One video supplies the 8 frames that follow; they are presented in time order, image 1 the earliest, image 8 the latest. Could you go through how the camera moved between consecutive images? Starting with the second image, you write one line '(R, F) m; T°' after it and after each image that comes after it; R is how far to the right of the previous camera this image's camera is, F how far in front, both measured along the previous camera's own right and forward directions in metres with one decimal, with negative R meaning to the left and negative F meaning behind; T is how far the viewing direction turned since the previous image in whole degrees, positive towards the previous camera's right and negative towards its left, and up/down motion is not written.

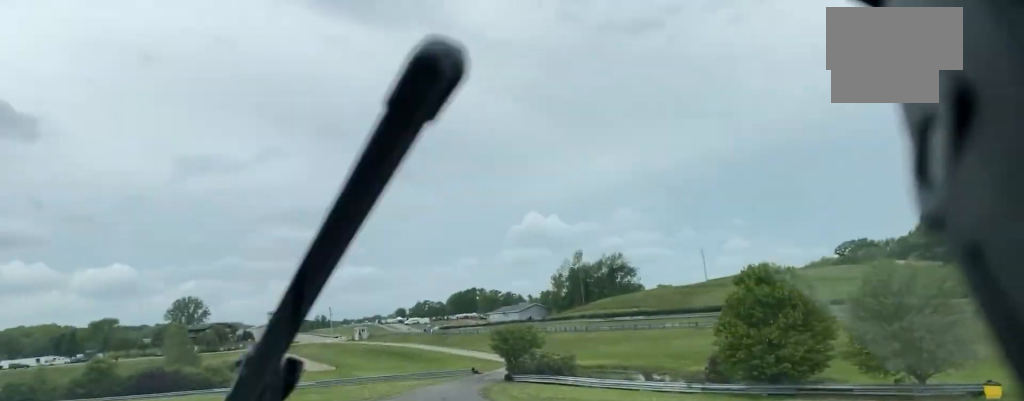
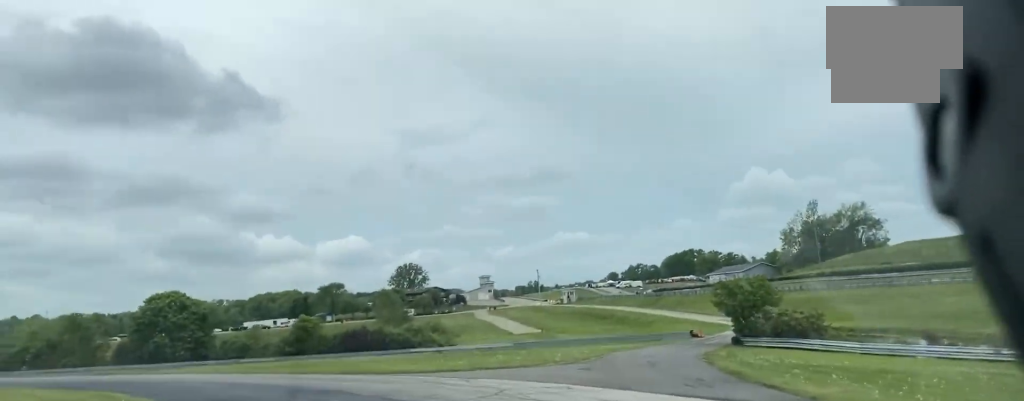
(-1.5, +12.8) m; -19°
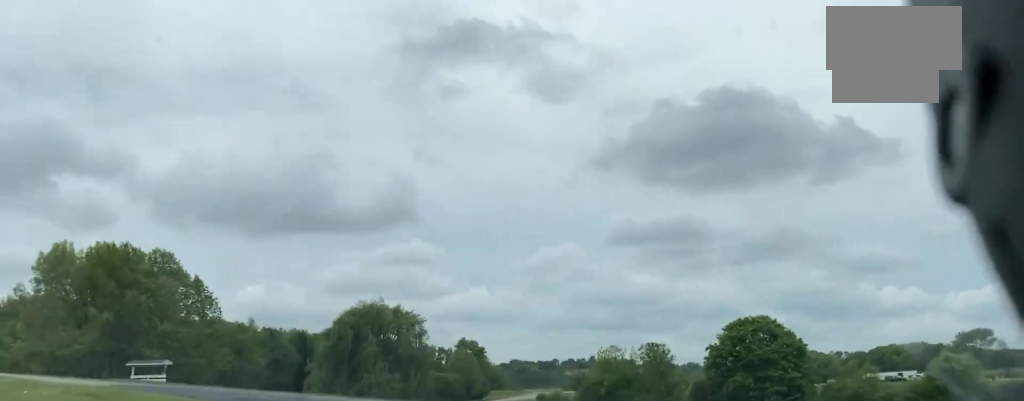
(-13.3, +29.7) m; -42°
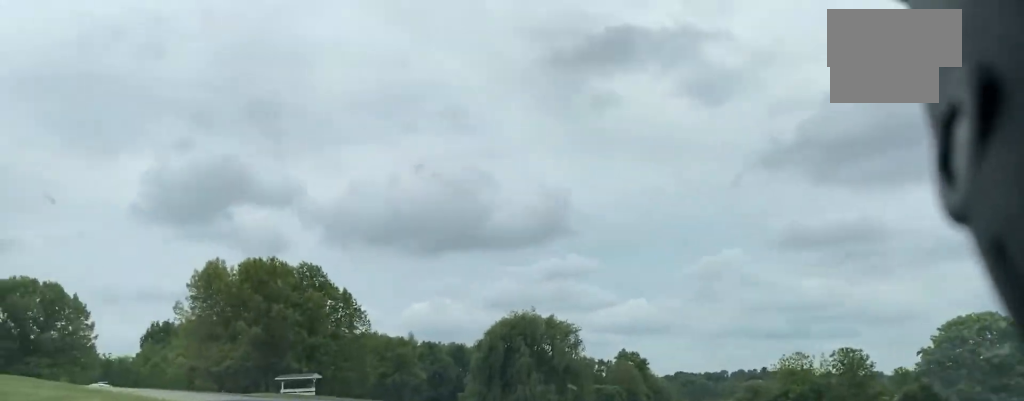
(+0.1, +8.8) m; -10°
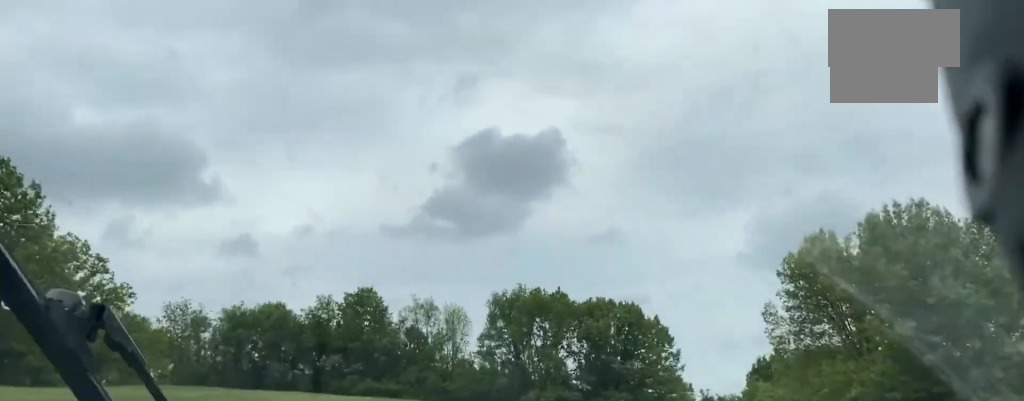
(-15.0, +42.4) m; -33°
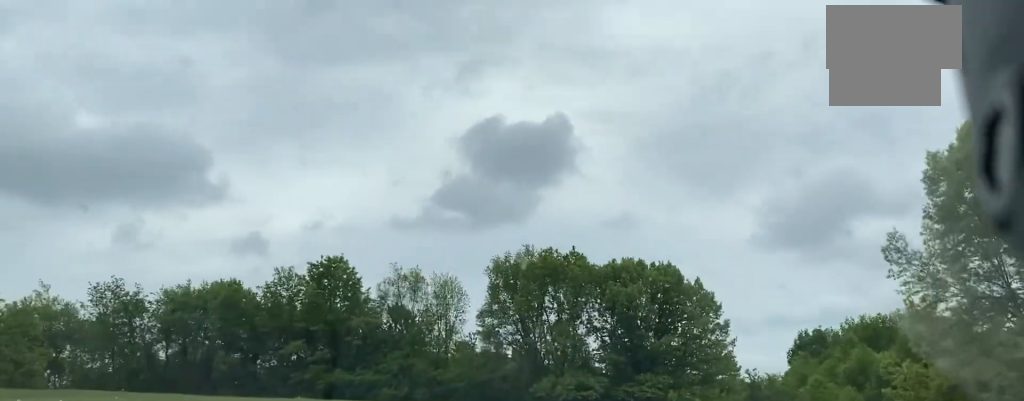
(-2.6, +25.5) m; -2°
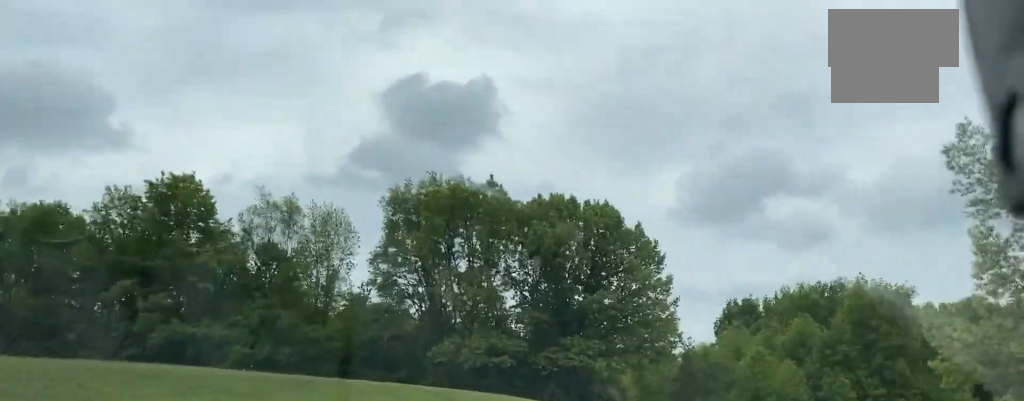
(+0.9, +18.8) m; +8°
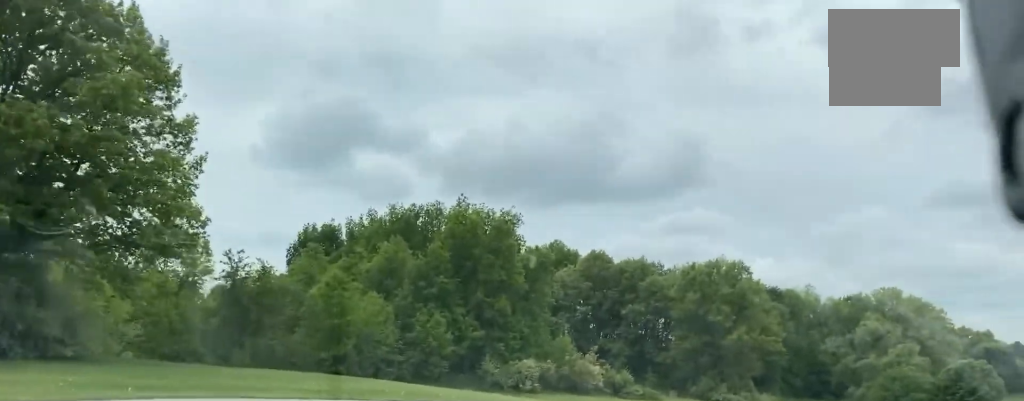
(+6.6, +36.3) m; +28°
